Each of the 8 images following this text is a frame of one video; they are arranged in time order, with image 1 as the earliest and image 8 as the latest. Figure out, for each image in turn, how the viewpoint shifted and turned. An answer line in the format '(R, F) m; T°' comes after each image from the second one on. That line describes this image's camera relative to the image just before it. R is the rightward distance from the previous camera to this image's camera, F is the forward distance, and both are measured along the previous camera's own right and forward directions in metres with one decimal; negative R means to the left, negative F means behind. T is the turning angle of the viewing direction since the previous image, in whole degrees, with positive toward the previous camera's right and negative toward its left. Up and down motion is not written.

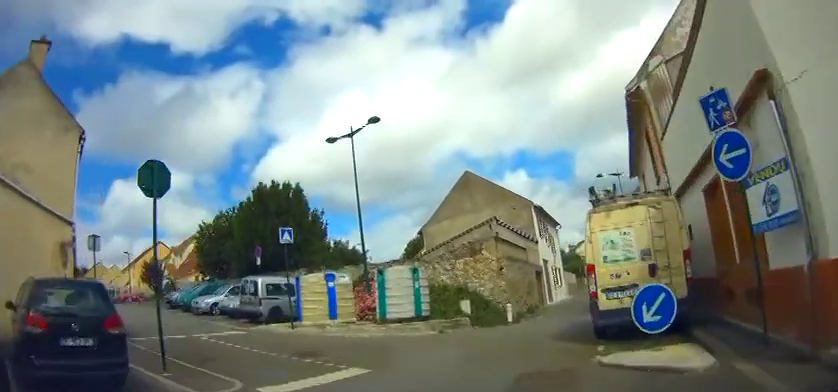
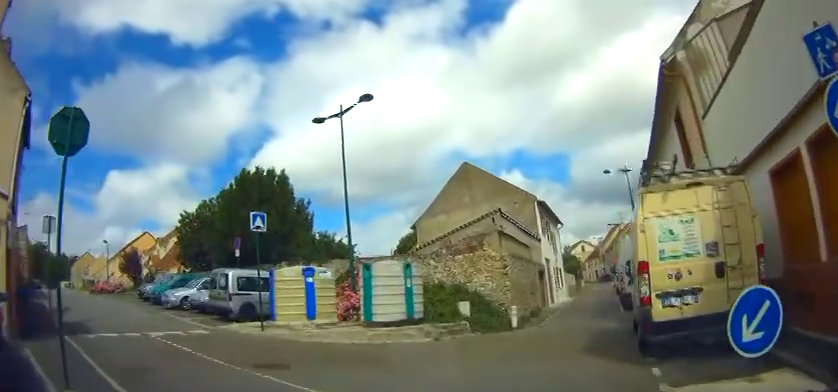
(0.0, +2.4) m; 0°
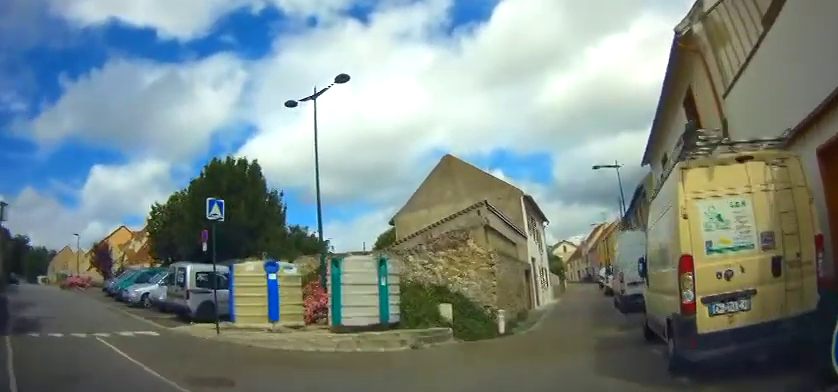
(0.0, +1.7) m; +2°
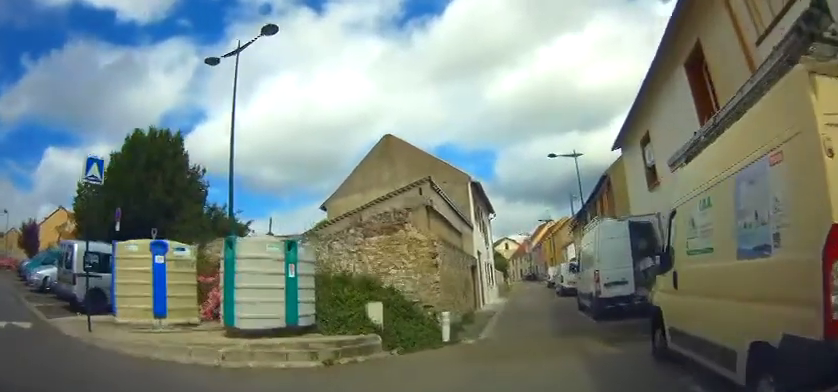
(0.0, +2.9) m; +5°
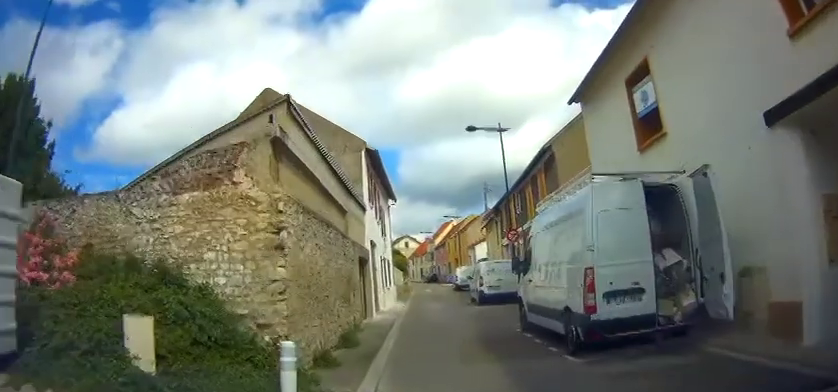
(+0.9, +5.6) m; +14°
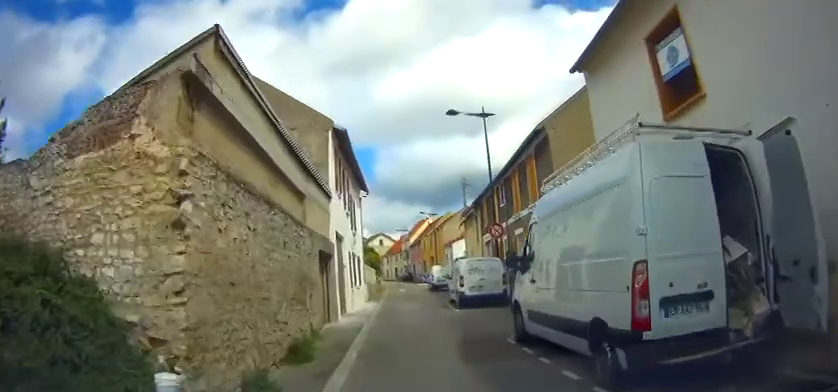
(+0.2, +2.1) m; +2°
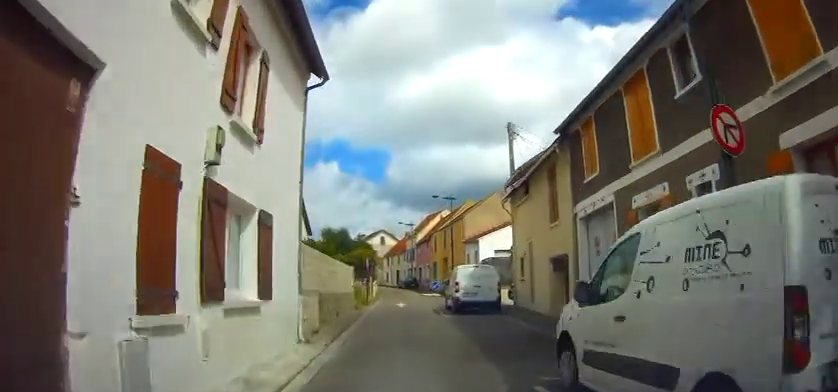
(+0.3, +15.3) m; +2°
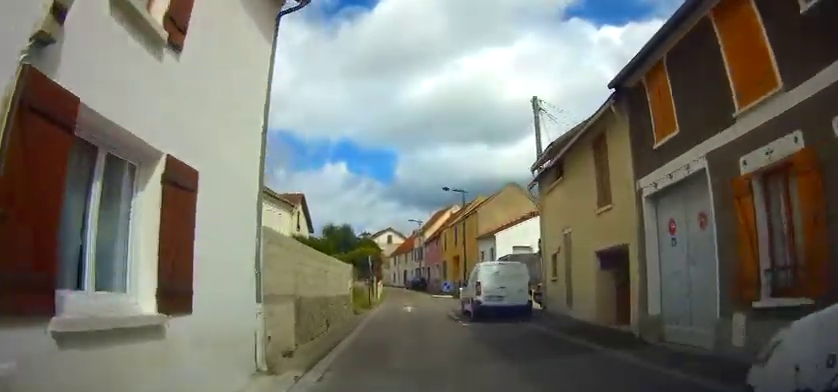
(0.0, +3.5) m; 0°
